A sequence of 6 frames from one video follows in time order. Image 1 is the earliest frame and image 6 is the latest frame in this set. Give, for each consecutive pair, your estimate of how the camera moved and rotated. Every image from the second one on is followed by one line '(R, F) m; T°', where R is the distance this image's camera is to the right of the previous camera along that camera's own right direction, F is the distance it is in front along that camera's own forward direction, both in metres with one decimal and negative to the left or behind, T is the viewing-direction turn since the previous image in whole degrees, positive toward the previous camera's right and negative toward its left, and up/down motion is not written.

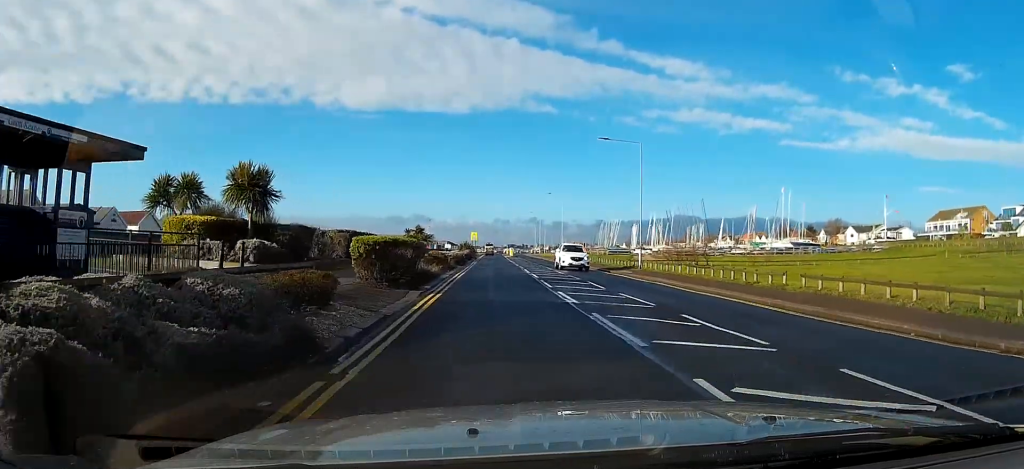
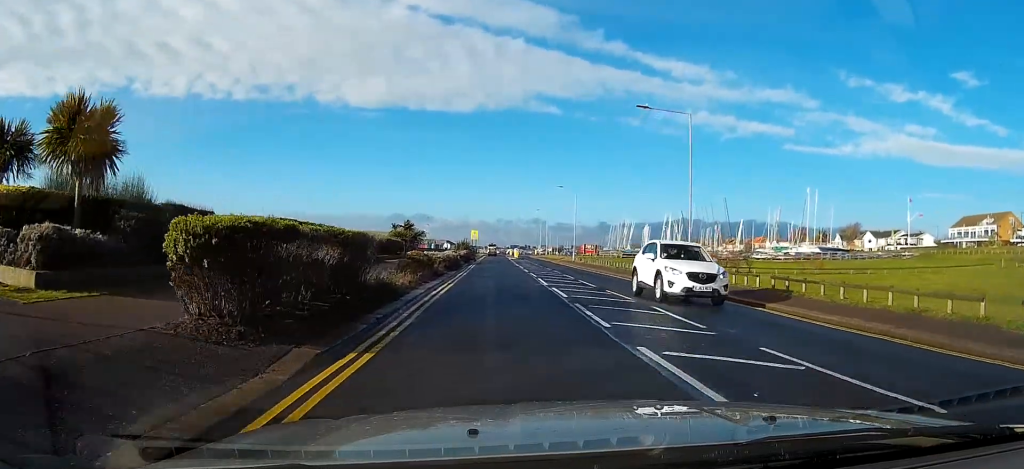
(0.0, +9.8) m; 0°
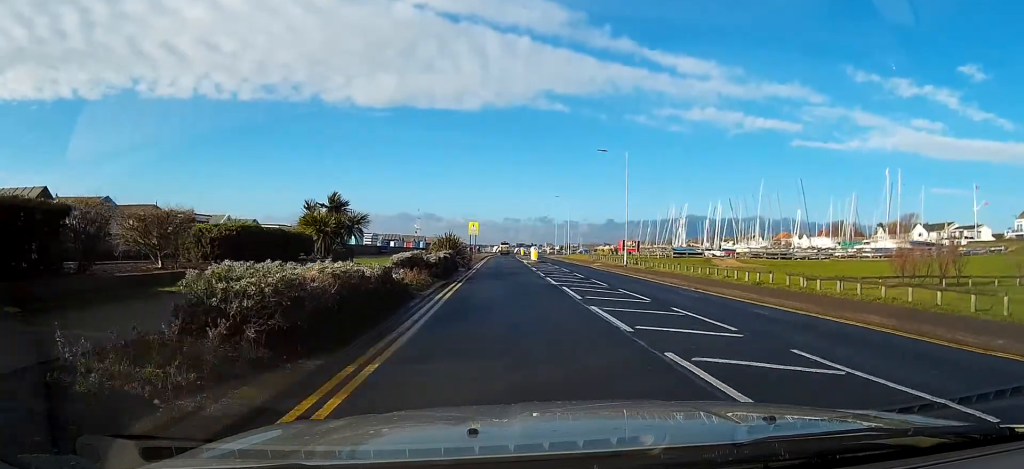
(-0.1, +24.9) m; 0°
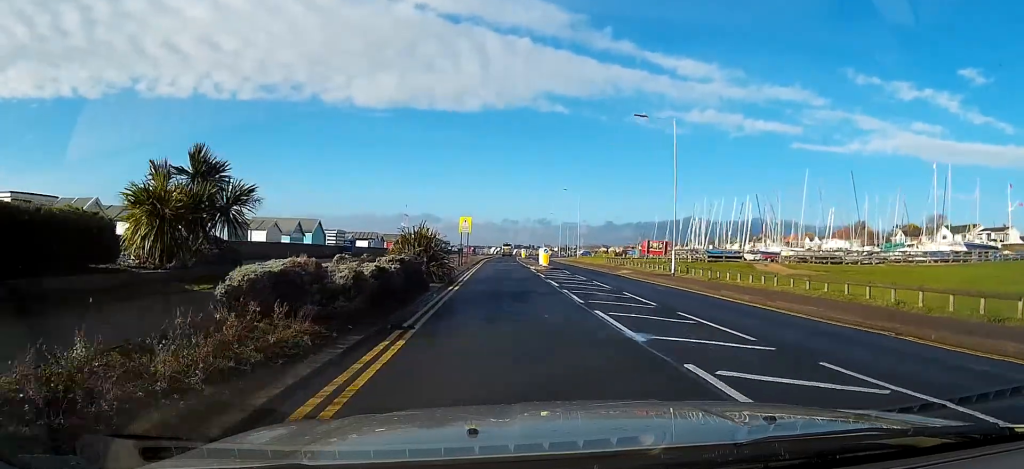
(0.0, +12.7) m; 0°
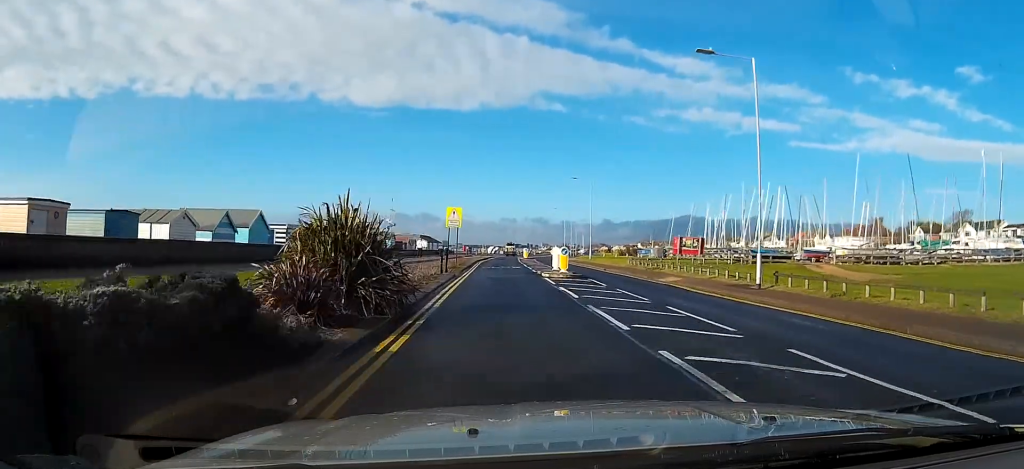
(0.0, +11.0) m; 0°
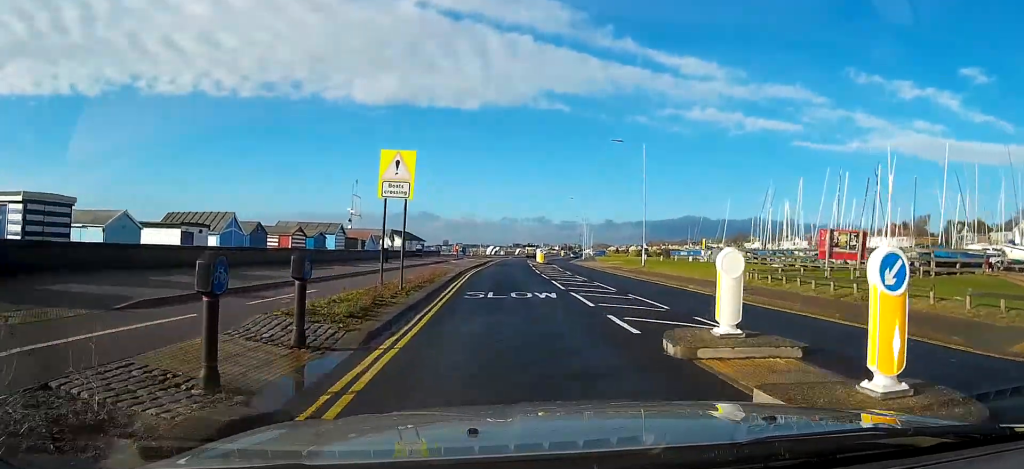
(0.0, +22.4) m; 0°
